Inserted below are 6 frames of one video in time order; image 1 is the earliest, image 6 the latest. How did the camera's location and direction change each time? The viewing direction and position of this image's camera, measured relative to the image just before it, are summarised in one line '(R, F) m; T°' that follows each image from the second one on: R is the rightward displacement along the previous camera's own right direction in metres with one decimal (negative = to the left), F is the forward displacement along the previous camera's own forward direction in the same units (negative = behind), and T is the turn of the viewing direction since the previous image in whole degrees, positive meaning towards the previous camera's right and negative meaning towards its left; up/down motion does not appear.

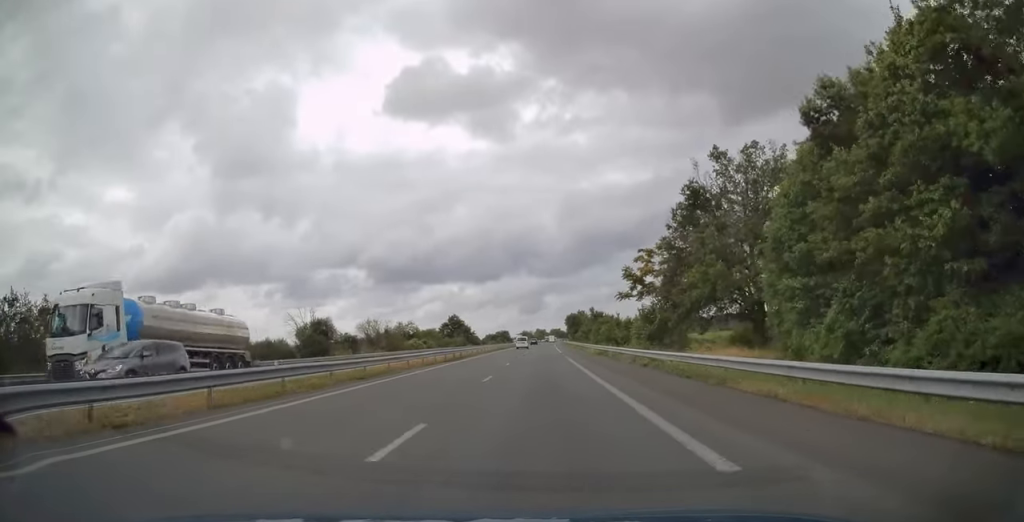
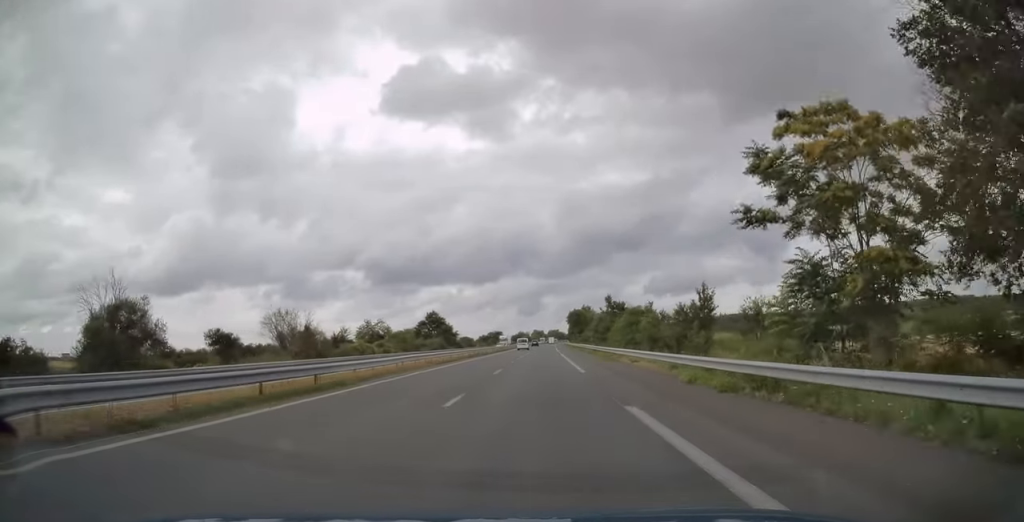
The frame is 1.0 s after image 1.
(+0.3, +33.3) m; +1°
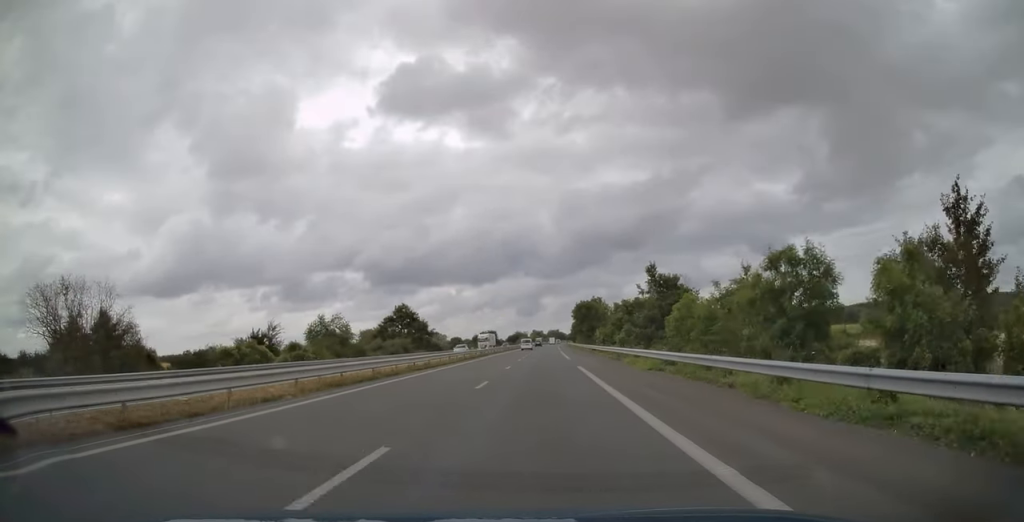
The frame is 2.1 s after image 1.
(+0.1, +33.9) m; 0°
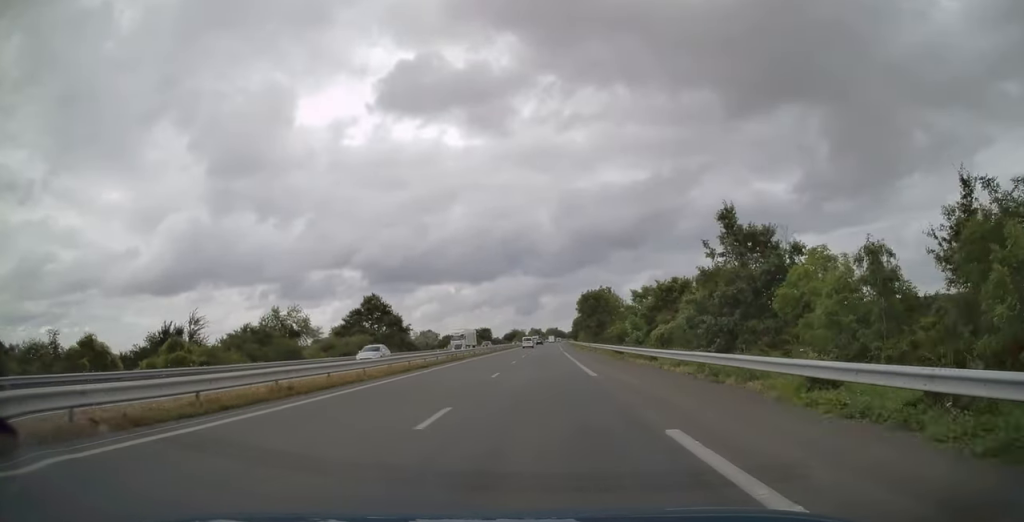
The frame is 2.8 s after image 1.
(0.0, +21.4) m; 0°
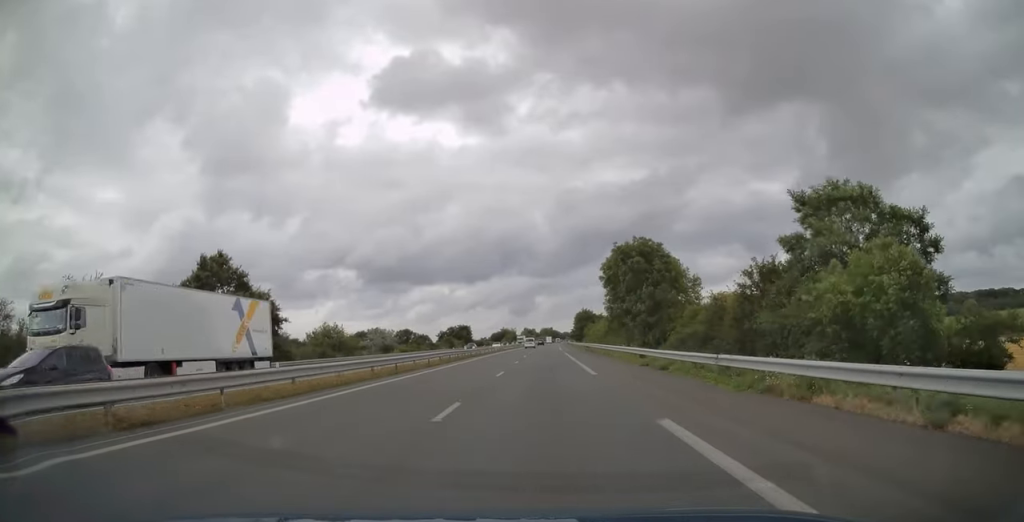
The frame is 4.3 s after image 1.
(+0.4, +50.9) m; +1°
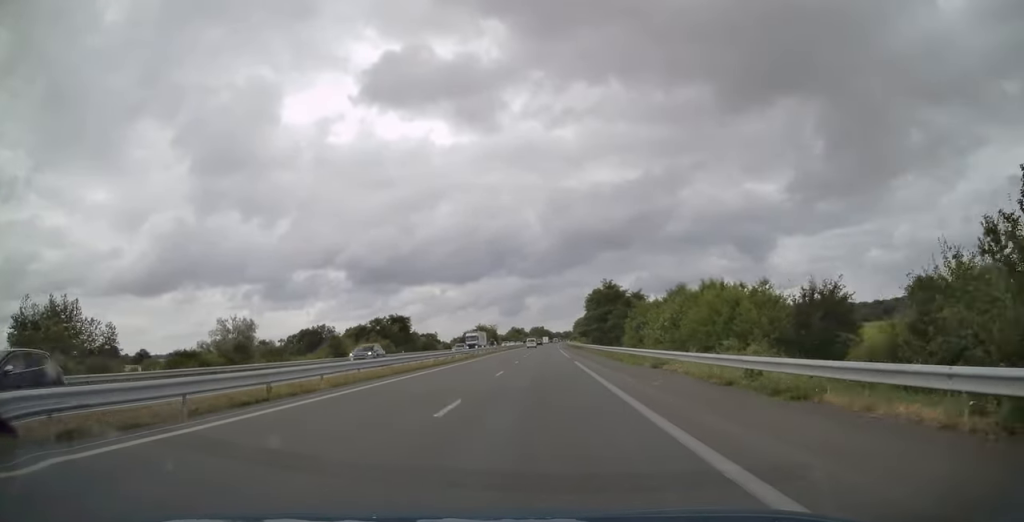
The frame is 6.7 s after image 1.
(+0.3, +77.1) m; +1°
